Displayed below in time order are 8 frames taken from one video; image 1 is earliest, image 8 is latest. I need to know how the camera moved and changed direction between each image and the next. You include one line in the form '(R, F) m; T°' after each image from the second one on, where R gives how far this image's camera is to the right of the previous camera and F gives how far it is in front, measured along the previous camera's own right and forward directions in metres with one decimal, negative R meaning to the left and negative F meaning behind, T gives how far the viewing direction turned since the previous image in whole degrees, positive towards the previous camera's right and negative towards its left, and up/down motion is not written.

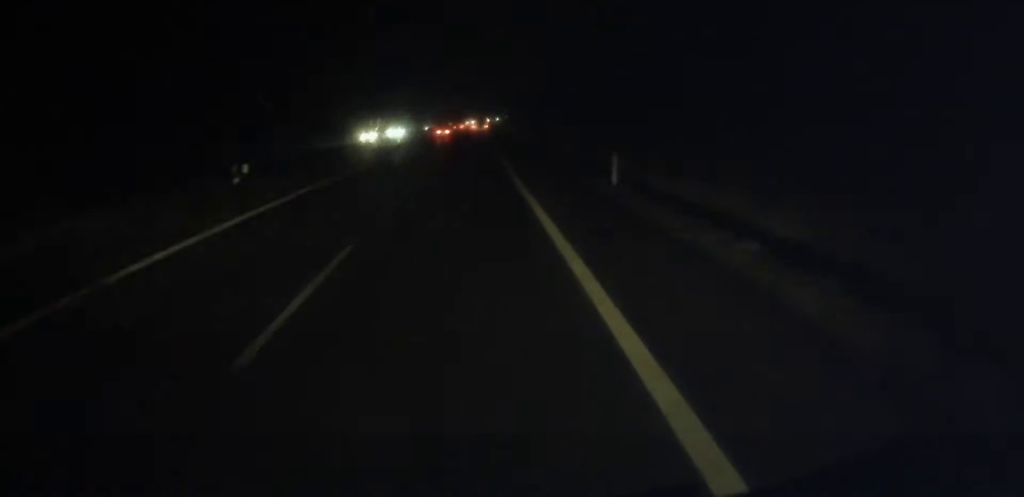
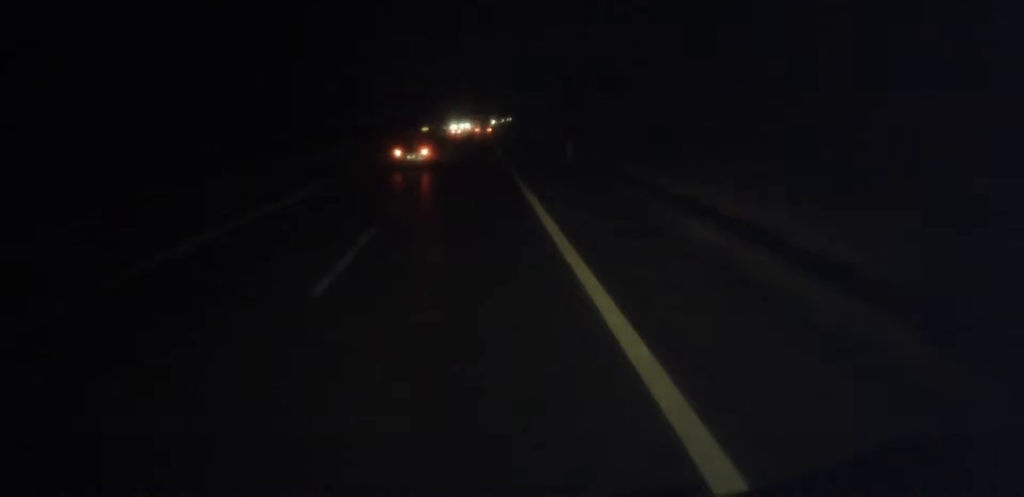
(+0.3, +87.8) m; 0°
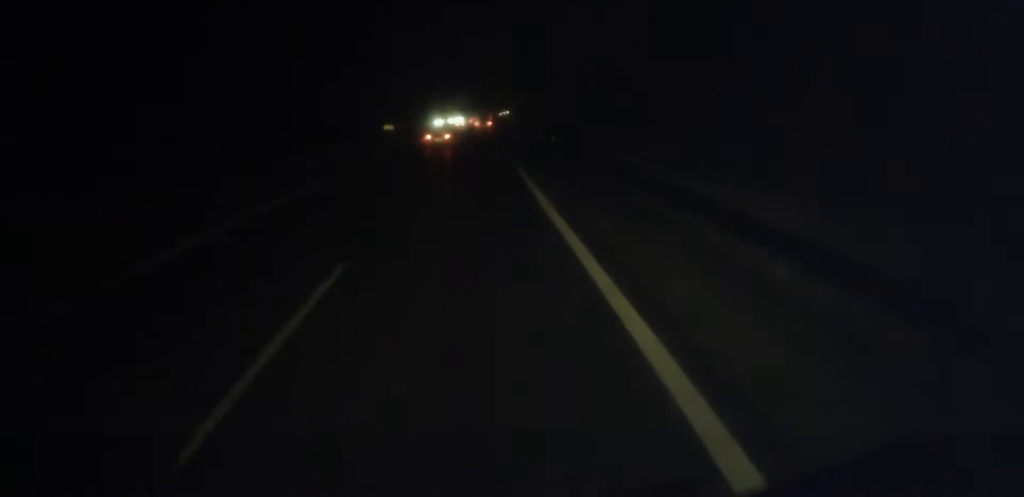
(-0.1, +40.8) m; 0°
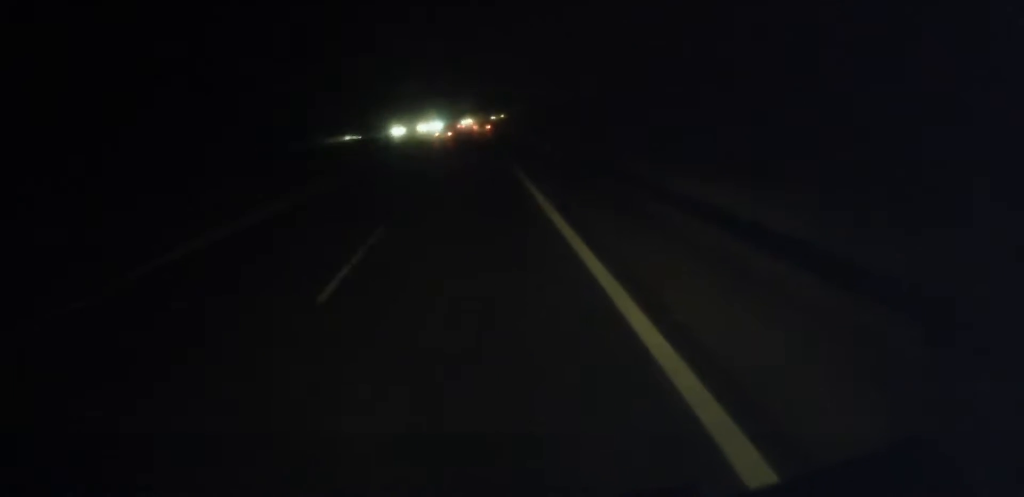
(+0.1, +50.2) m; 0°
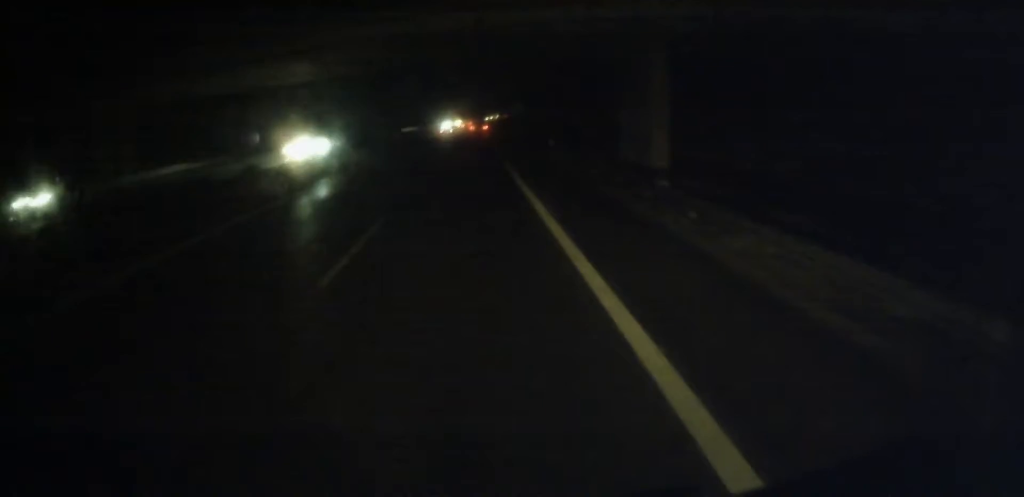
(0.0, +53.3) m; 0°
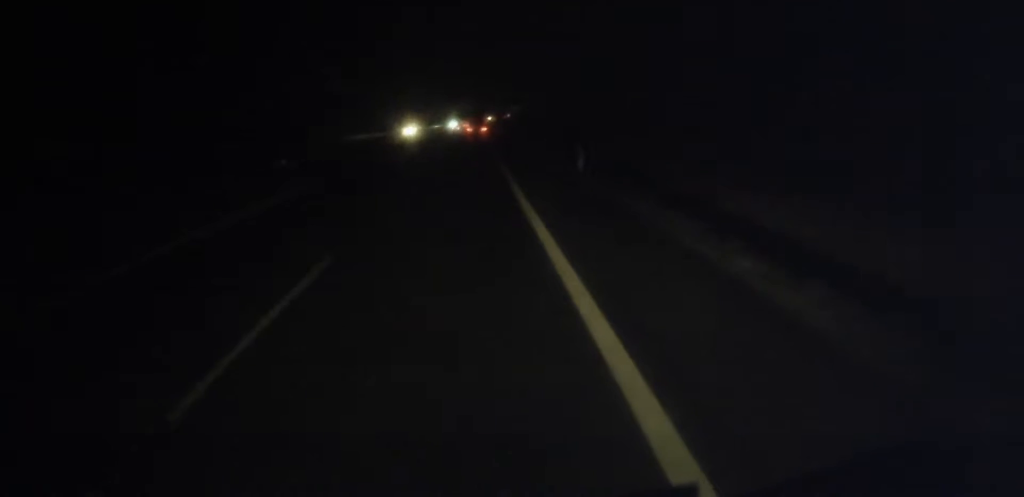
(+0.6, +112.6) m; +1°
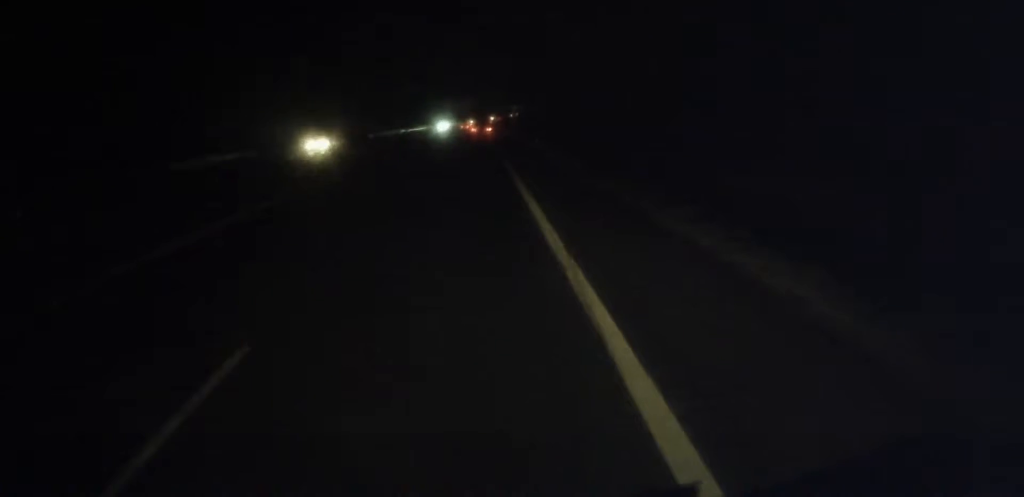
(+0.1, +40.6) m; 0°
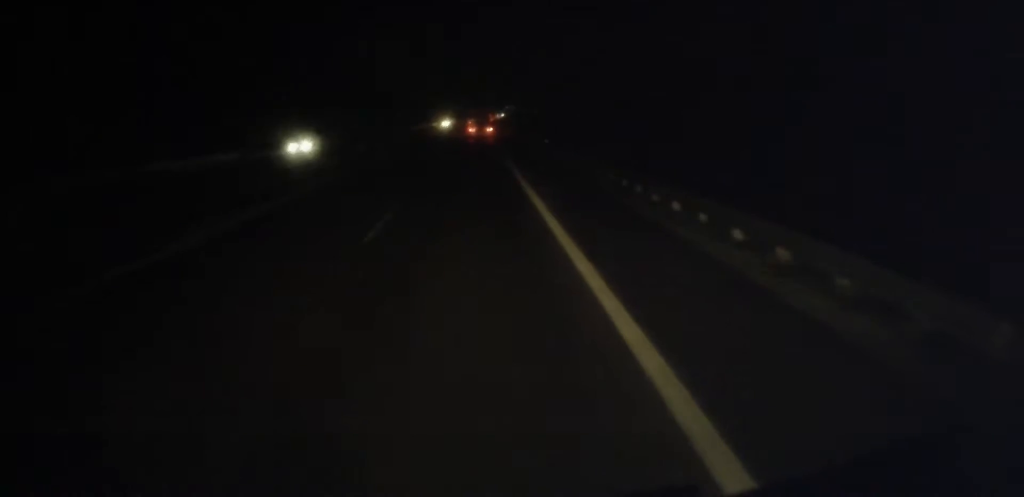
(+1.3, +181.0) m; +1°
